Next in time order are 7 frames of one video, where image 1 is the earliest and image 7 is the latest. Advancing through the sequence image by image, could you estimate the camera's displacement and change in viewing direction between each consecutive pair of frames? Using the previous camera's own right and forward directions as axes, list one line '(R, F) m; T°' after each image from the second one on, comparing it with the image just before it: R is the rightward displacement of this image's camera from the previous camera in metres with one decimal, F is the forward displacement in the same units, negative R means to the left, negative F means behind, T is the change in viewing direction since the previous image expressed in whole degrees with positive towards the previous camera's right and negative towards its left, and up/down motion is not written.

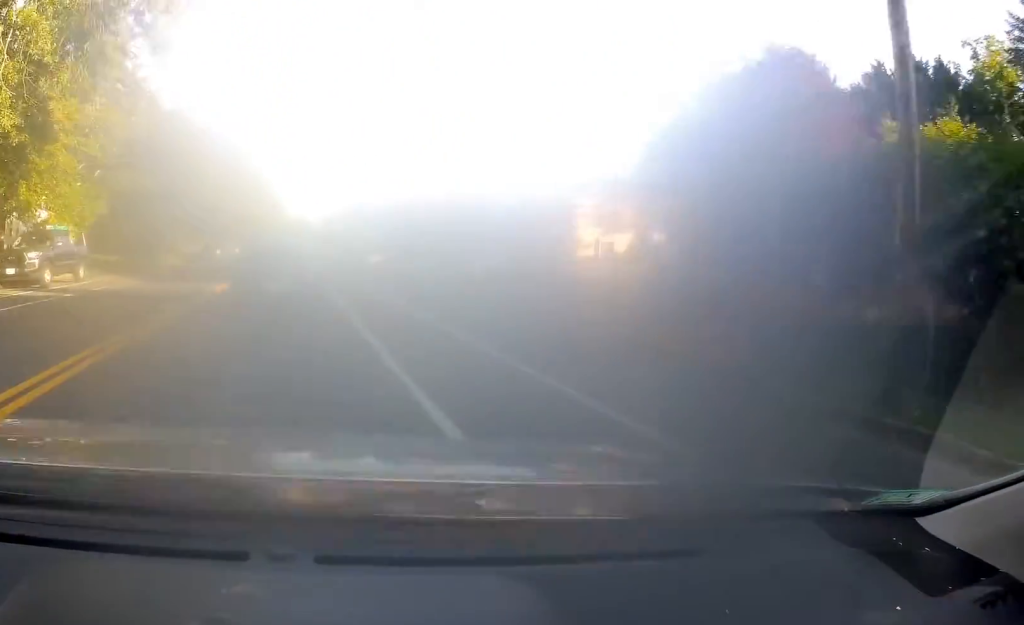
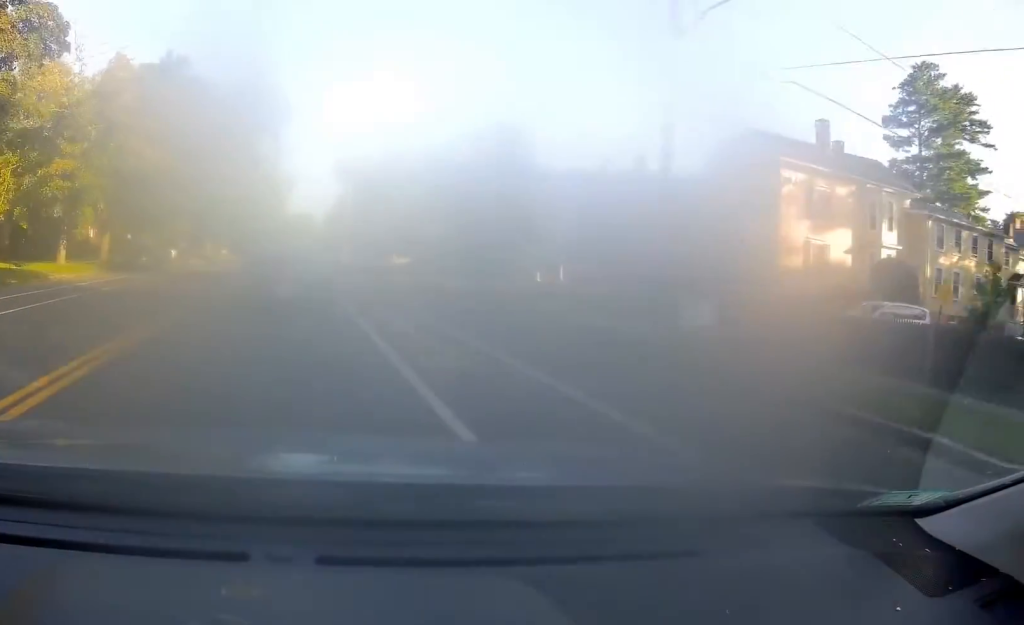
(+0.4, +26.2) m; +1°
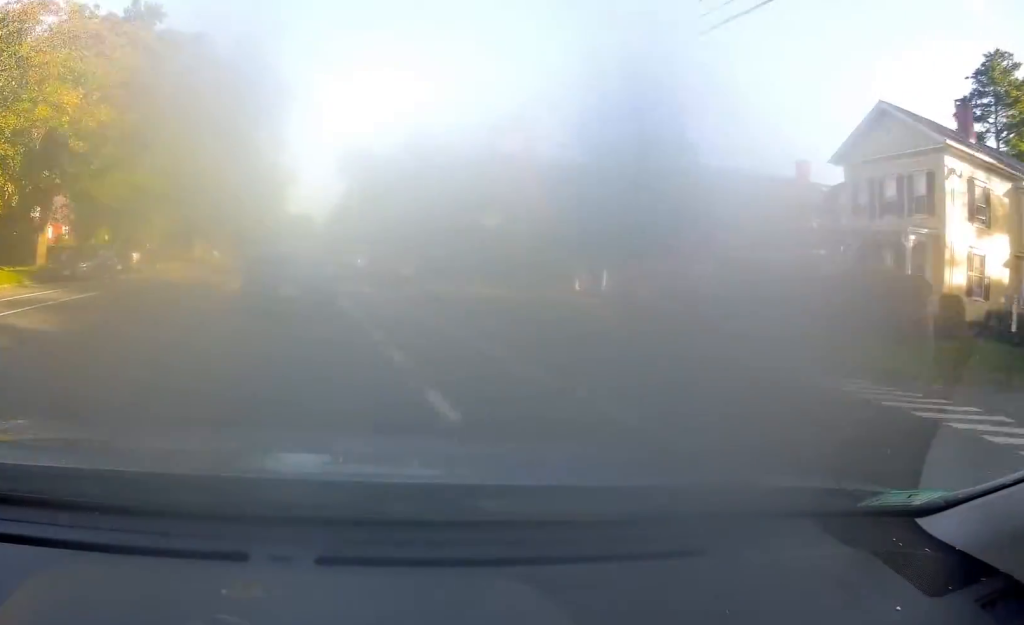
(-0.2, +10.9) m; 0°
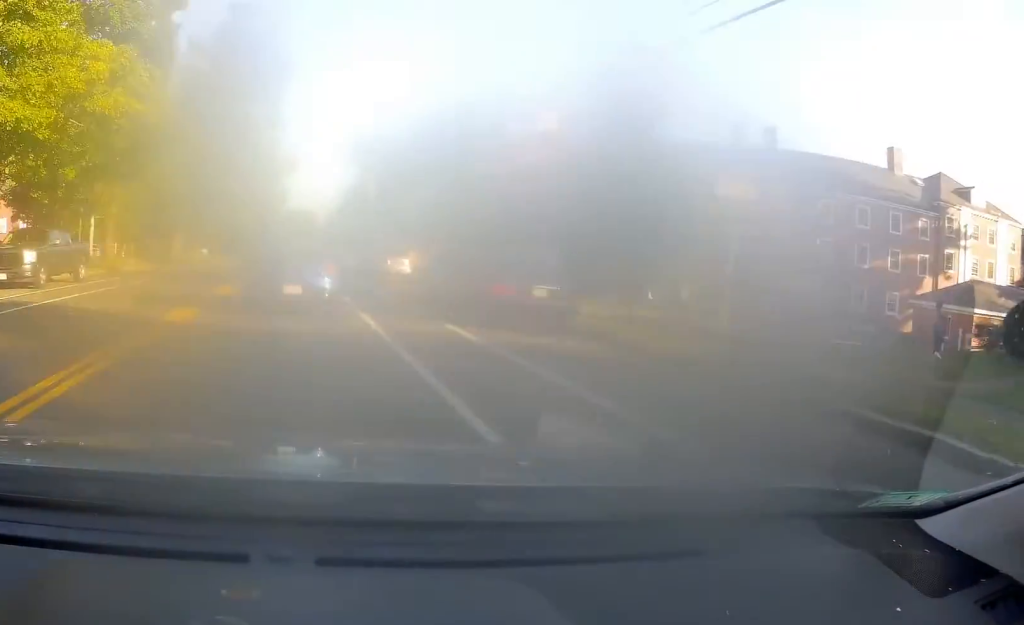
(+0.3, +14.2) m; 0°
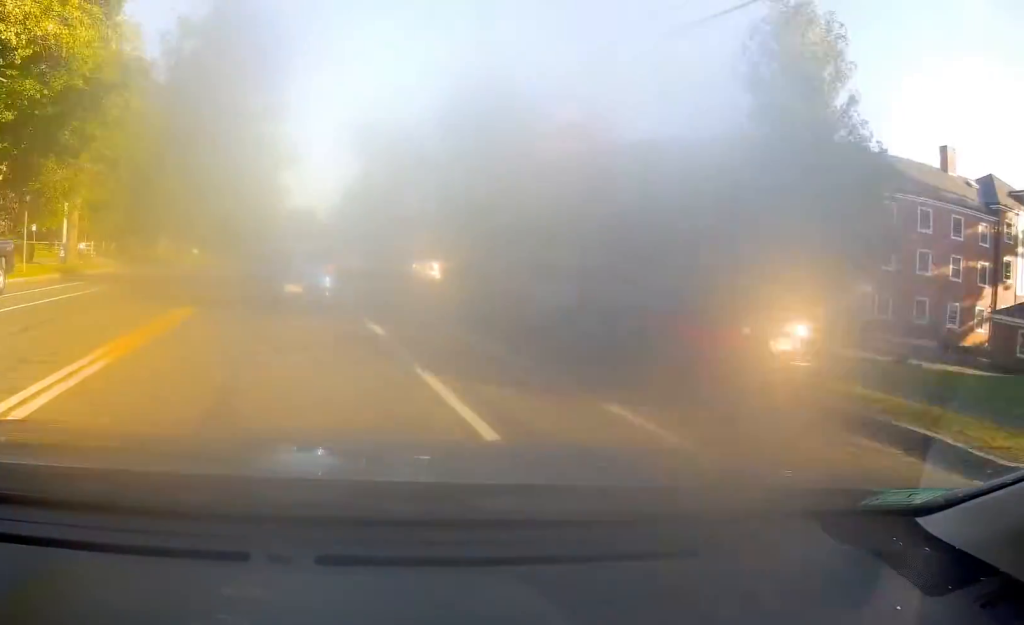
(-0.2, +7.5) m; 0°
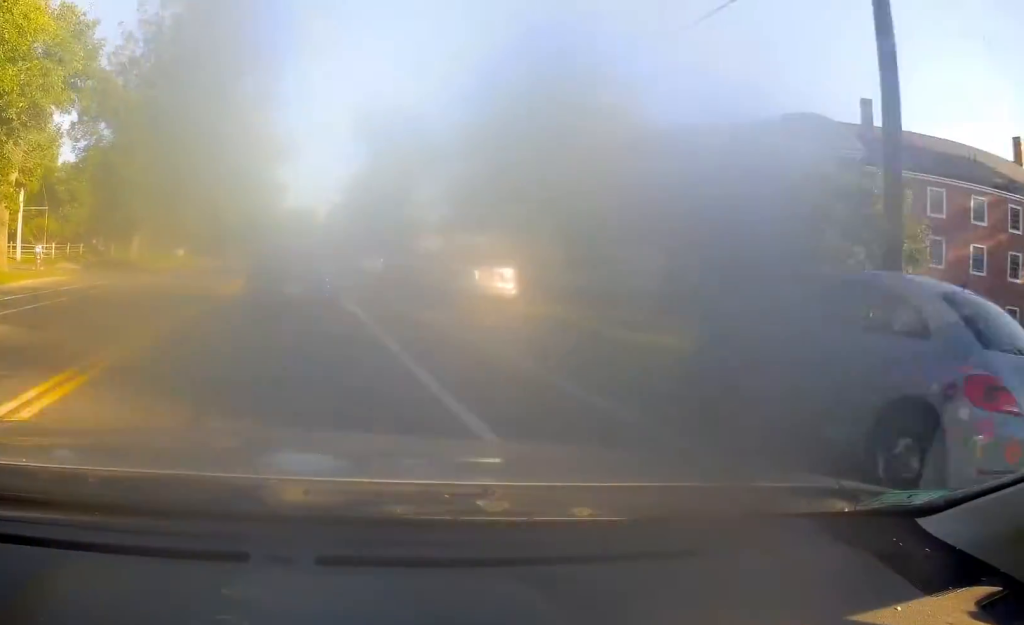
(0.0, +8.5) m; 0°
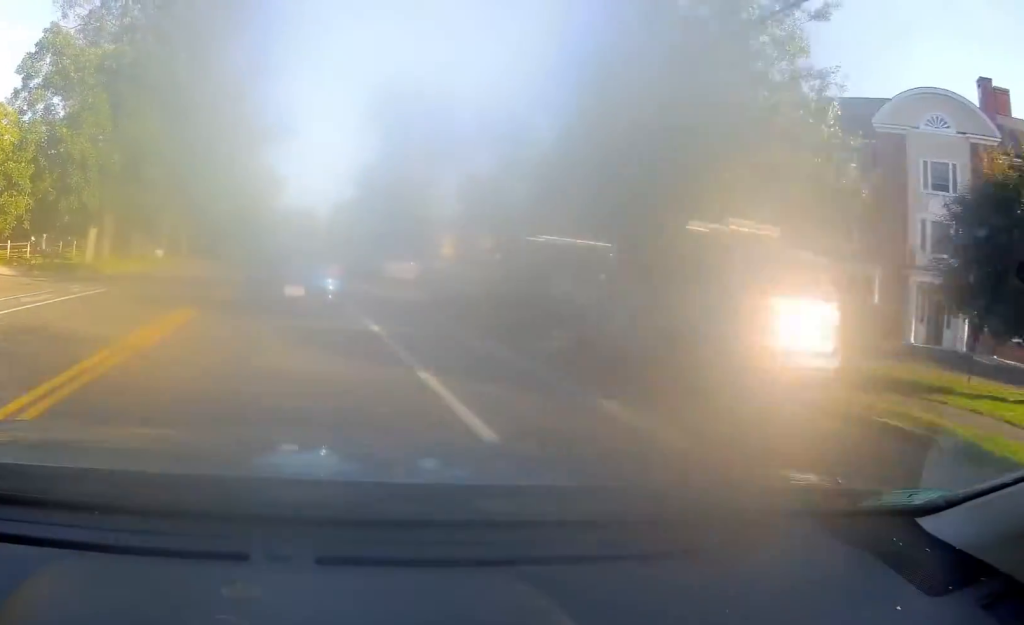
(+0.3, +10.9) m; 0°
